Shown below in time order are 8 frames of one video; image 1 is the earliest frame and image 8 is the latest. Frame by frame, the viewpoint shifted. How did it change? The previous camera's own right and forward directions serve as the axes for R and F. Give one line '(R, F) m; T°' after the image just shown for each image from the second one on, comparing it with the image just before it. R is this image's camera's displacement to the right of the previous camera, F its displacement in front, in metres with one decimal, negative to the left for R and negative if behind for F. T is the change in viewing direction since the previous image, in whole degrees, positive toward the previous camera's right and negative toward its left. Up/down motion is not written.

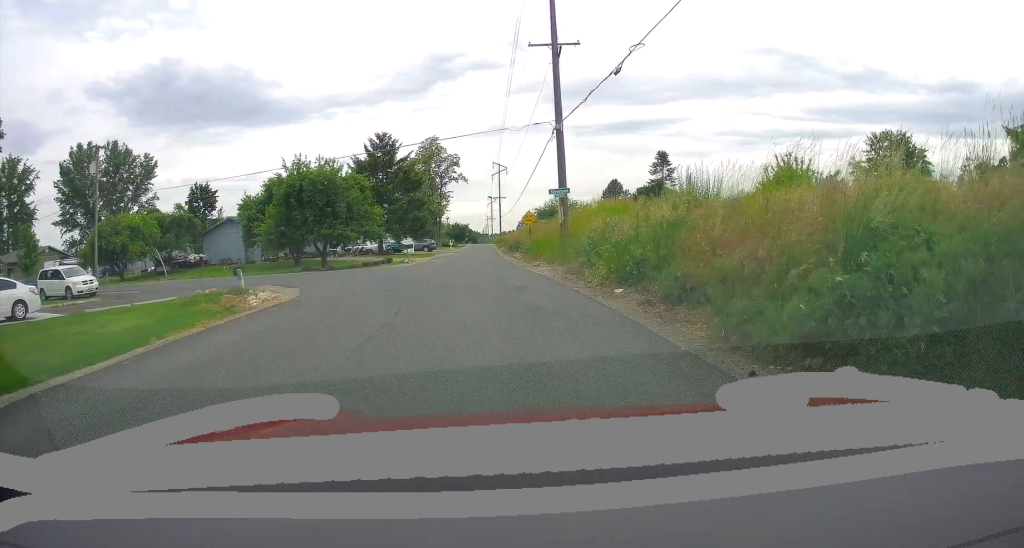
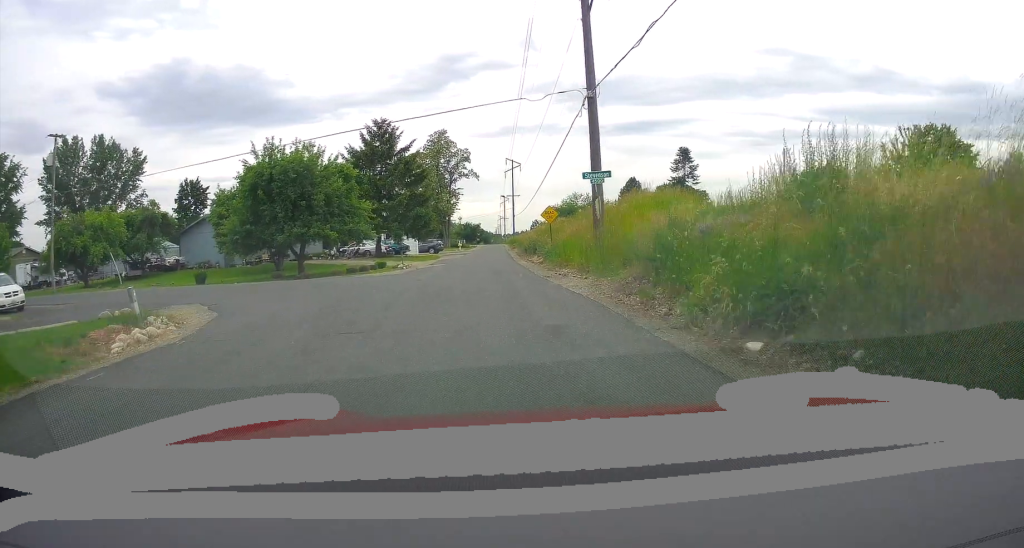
(-0.2, +6.9) m; -5°
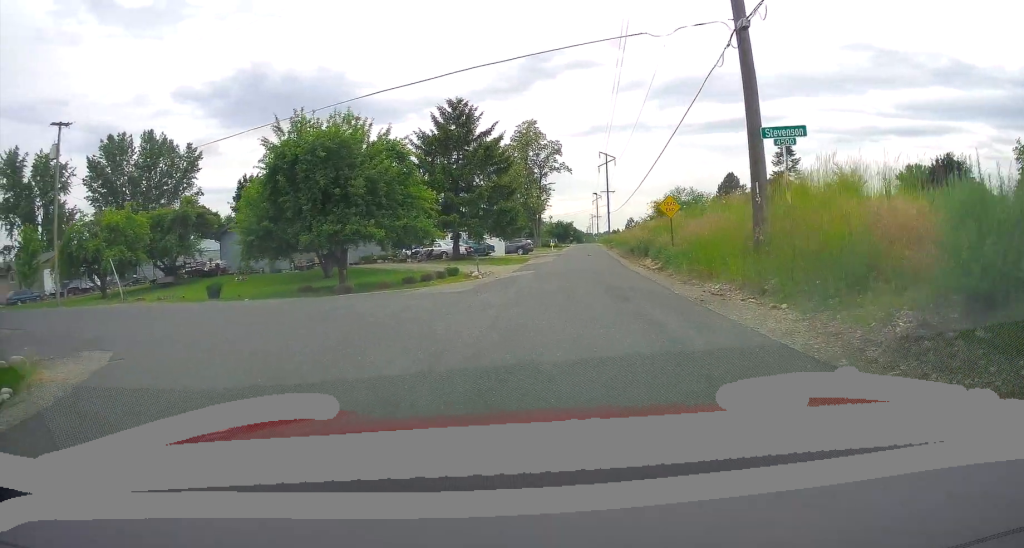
(-0.6, +8.6) m; -13°
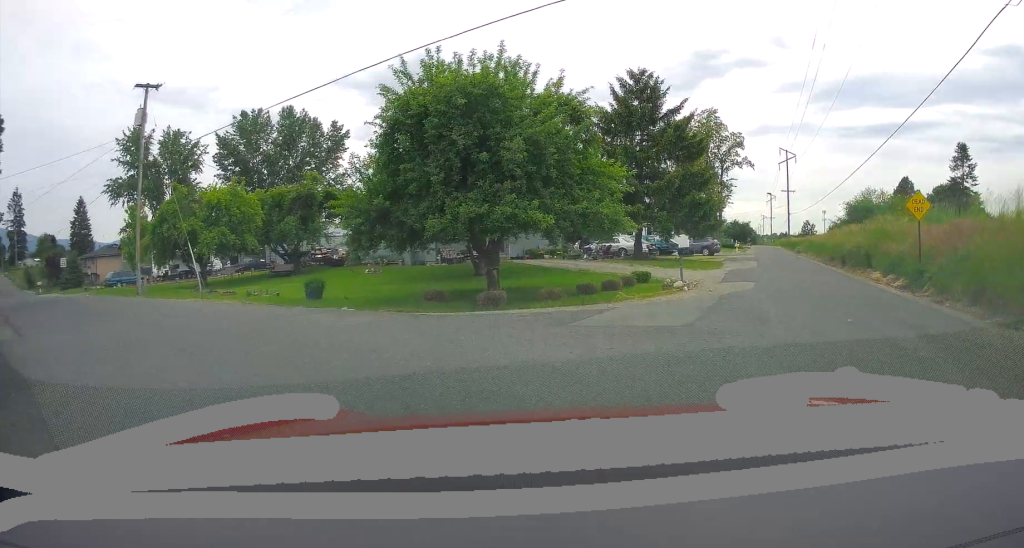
(-0.8, +7.1) m; -17°
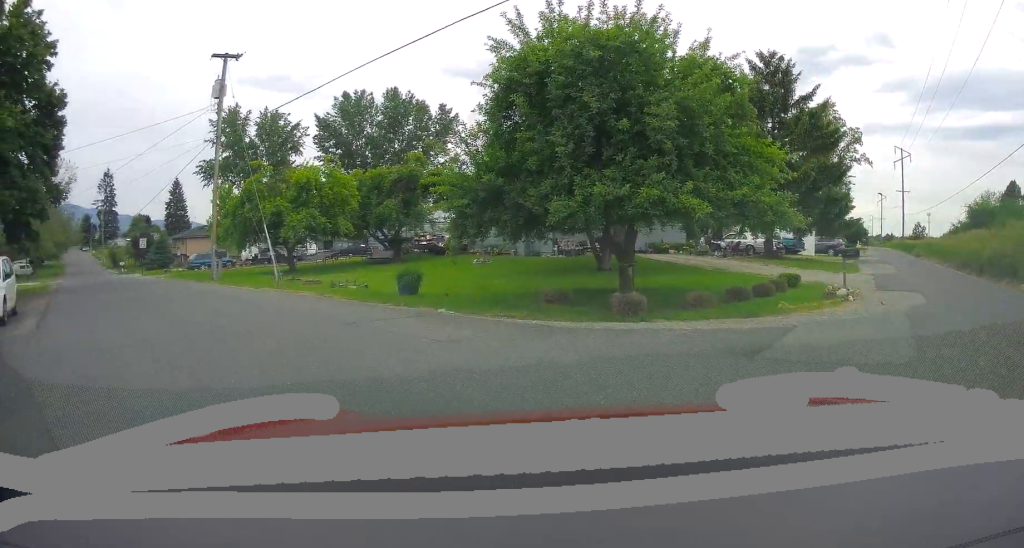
(-0.8, +3.6) m; -7°
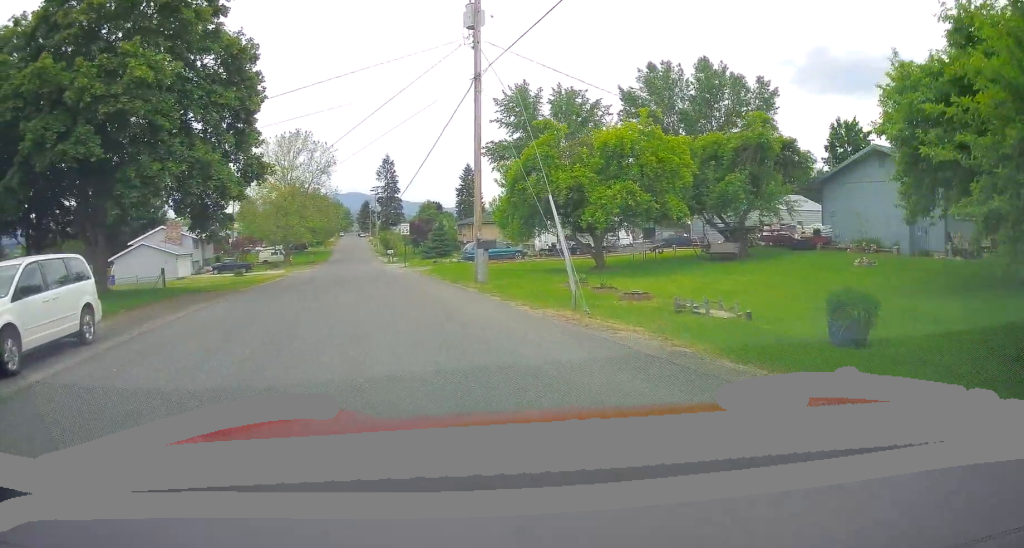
(-0.7, +9.8) m; -12°
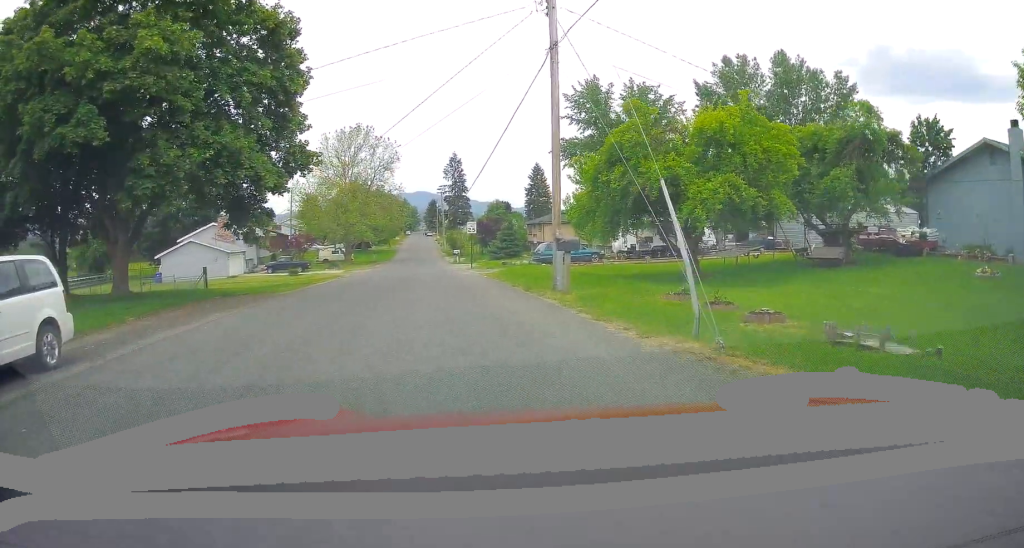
(-0.4, +2.8) m; -5°
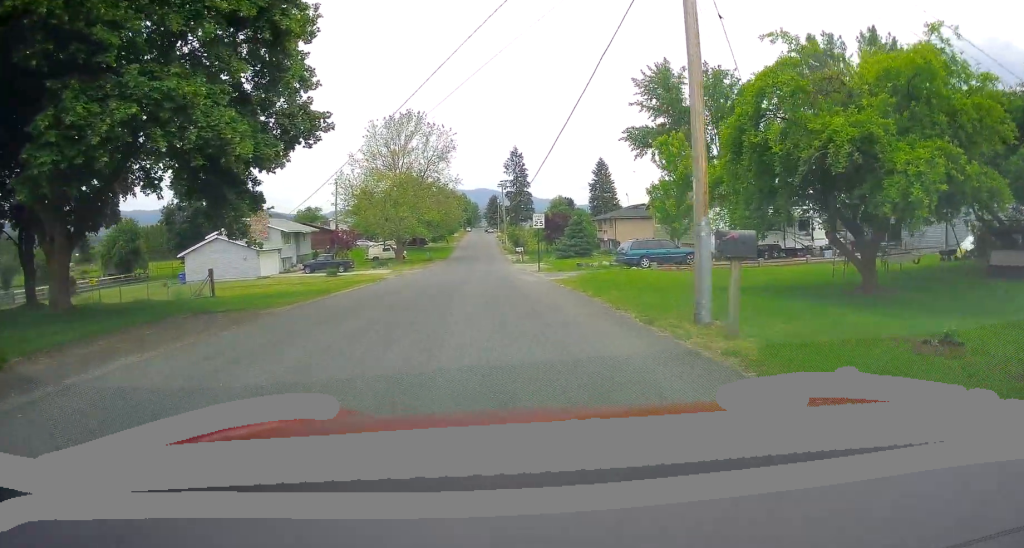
(-0.6, +5.2) m; -10°
